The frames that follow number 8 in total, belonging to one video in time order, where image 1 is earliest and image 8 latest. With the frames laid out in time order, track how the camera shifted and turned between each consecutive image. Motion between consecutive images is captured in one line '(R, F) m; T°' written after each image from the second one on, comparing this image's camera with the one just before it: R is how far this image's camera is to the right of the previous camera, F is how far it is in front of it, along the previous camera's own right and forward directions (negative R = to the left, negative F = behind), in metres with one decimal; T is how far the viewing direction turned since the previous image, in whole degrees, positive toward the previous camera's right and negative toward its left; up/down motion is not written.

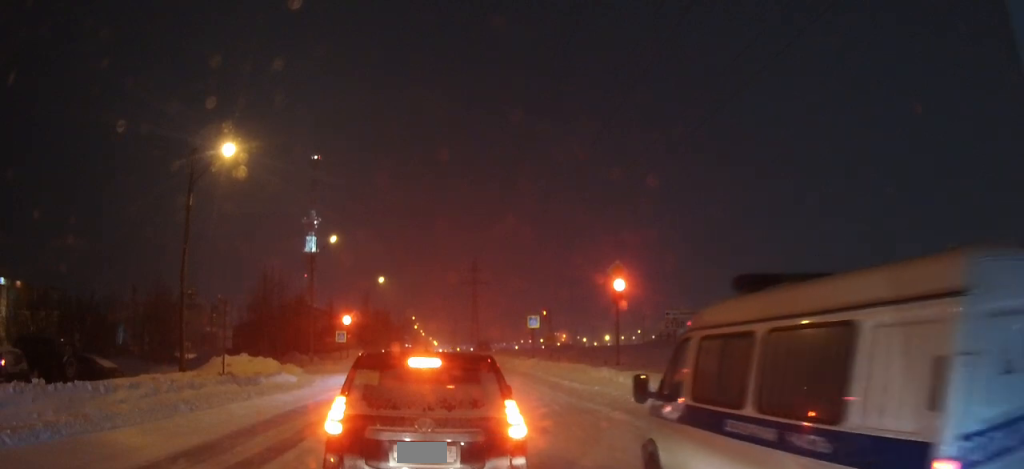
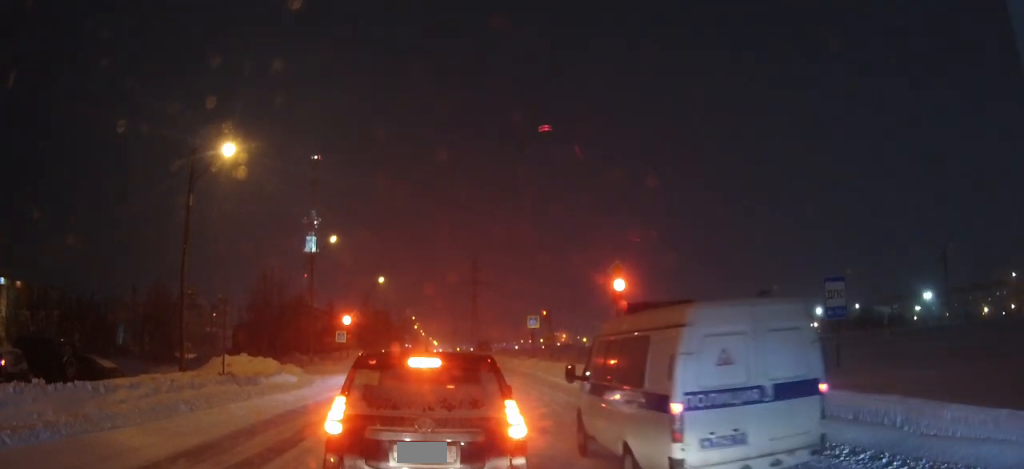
(0.0, 0.0) m; 0°
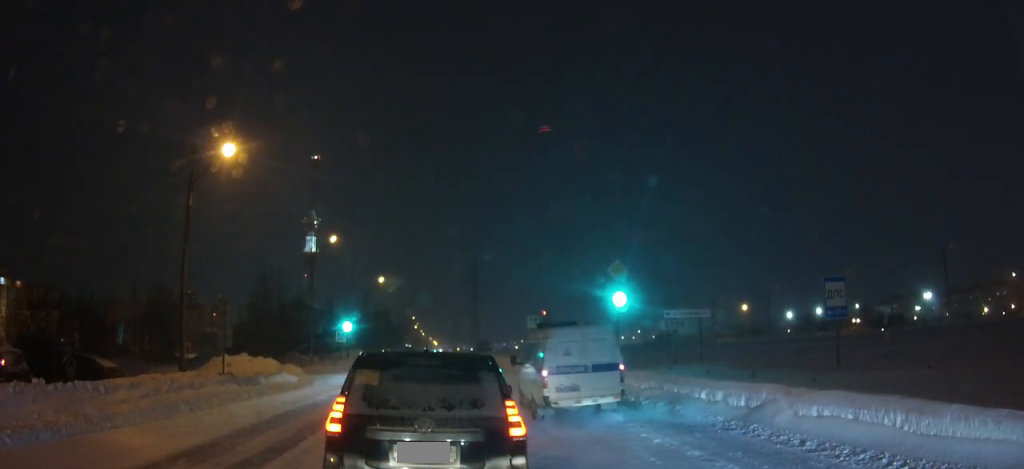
(0.0, 0.0) m; 0°
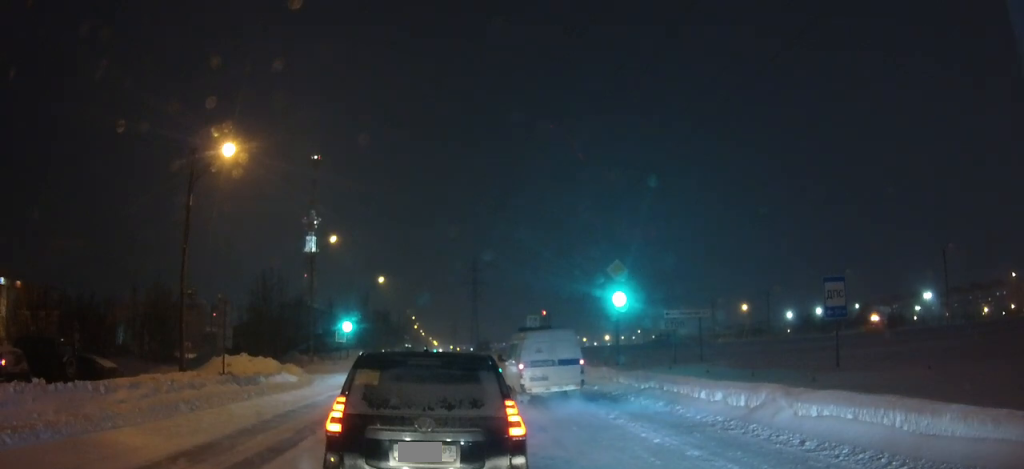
(+0.1, +0.1) m; 0°
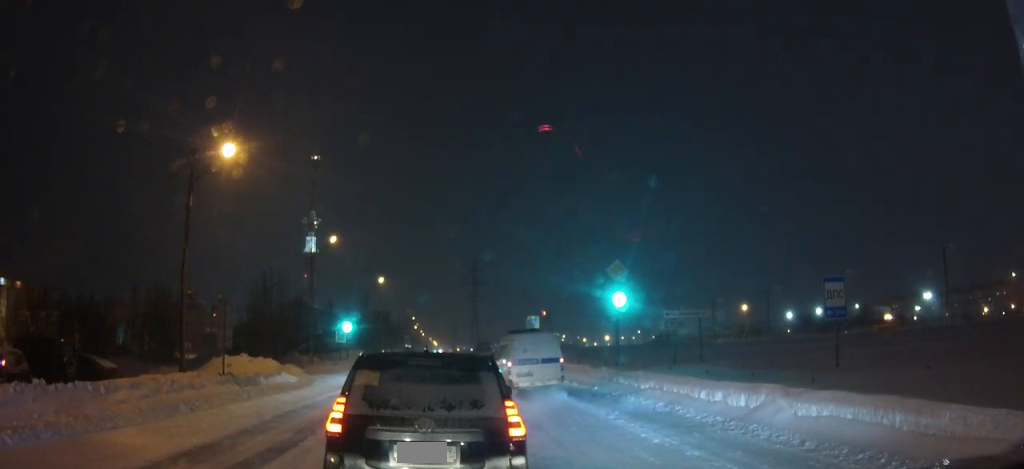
(0.0, +0.4) m; 0°
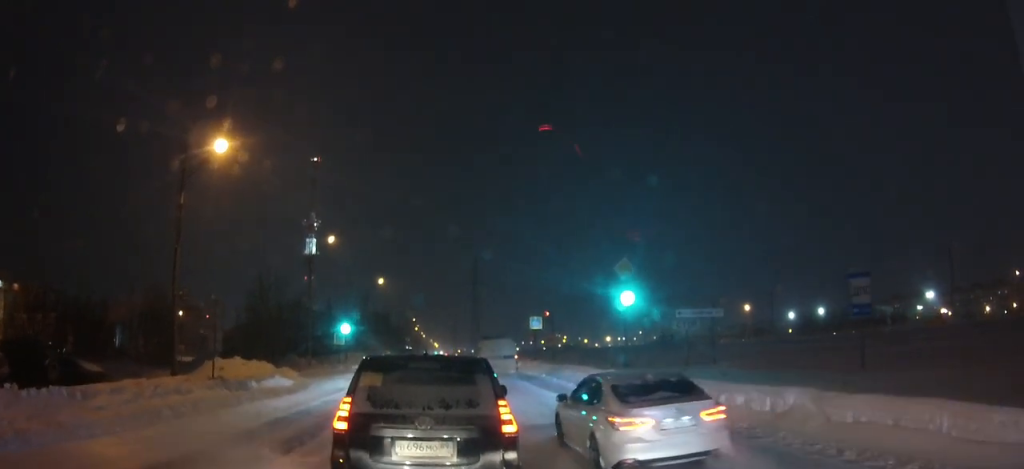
(0.0, +2.8) m; 0°
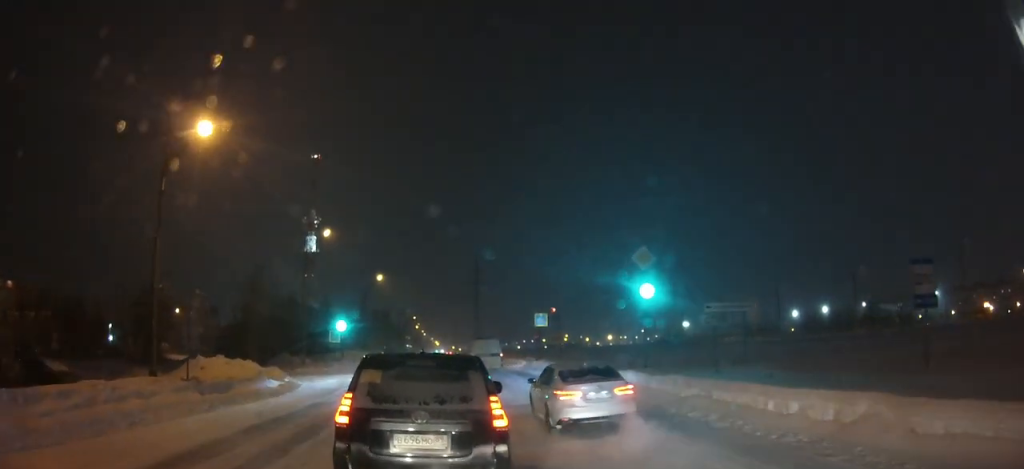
(0.0, +2.9) m; -1°
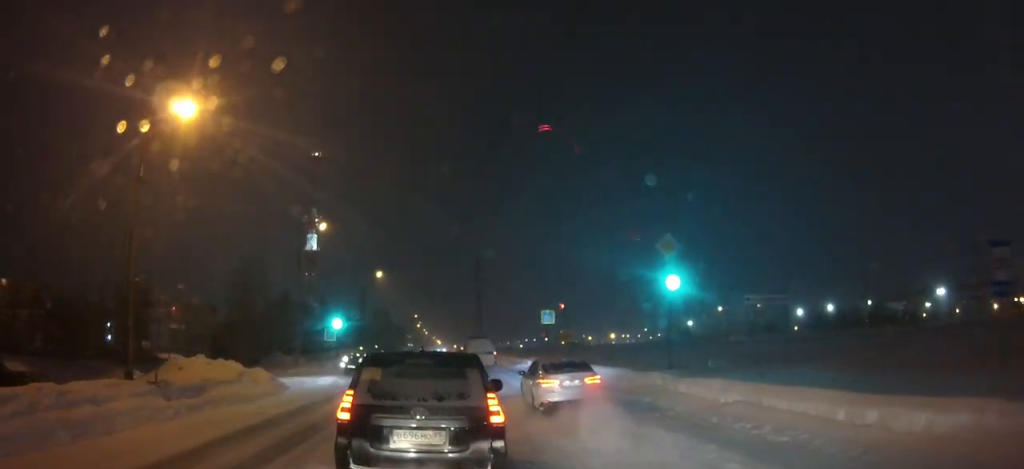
(0.0, +2.7) m; 0°
